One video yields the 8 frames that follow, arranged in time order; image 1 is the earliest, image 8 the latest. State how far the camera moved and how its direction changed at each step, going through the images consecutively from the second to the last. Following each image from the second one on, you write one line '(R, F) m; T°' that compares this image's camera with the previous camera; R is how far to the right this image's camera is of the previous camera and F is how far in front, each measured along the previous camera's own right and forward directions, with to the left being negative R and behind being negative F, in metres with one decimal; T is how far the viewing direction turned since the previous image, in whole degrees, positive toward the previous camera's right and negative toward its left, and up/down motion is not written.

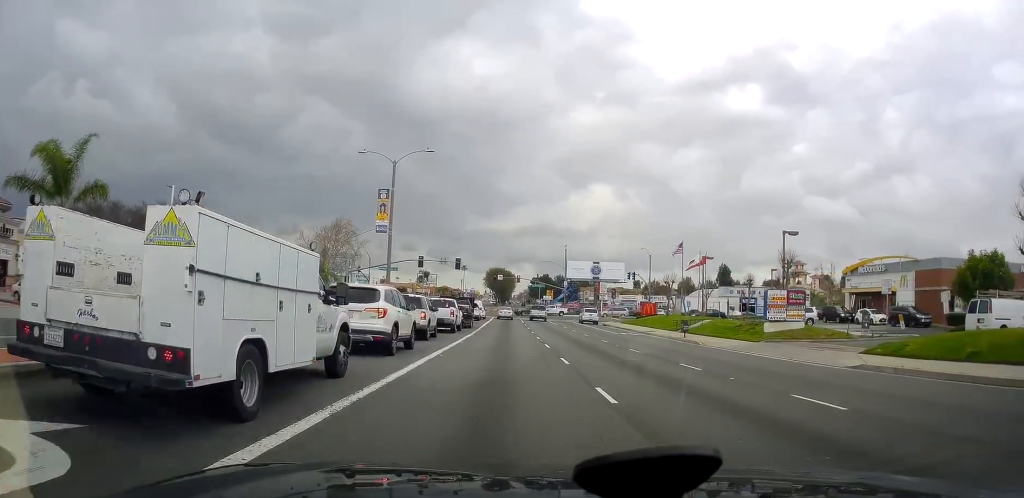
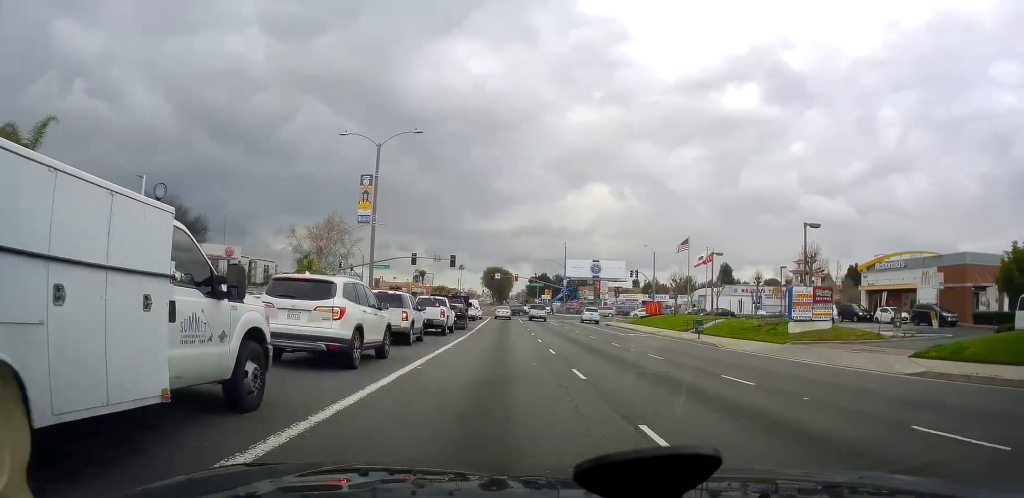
(-0.3, +3.9) m; 0°
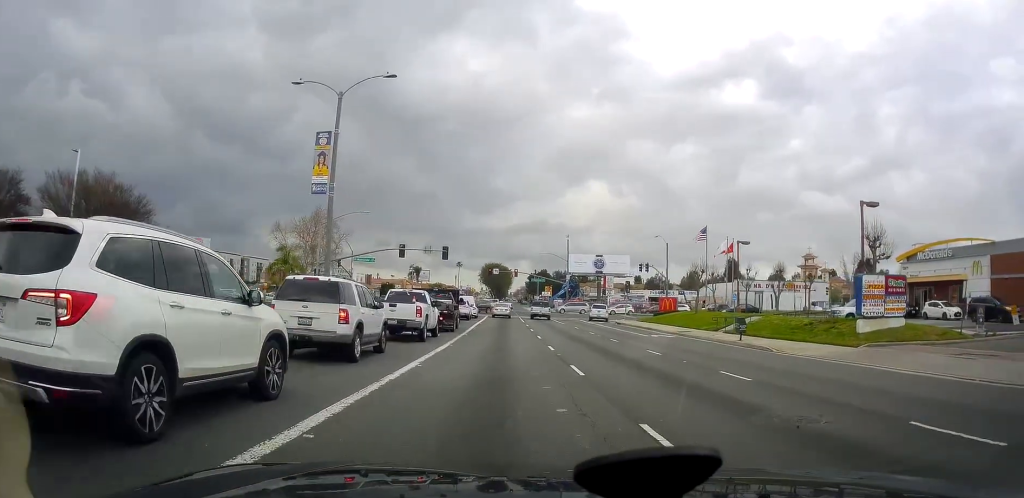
(-0.1, +7.2) m; +2°
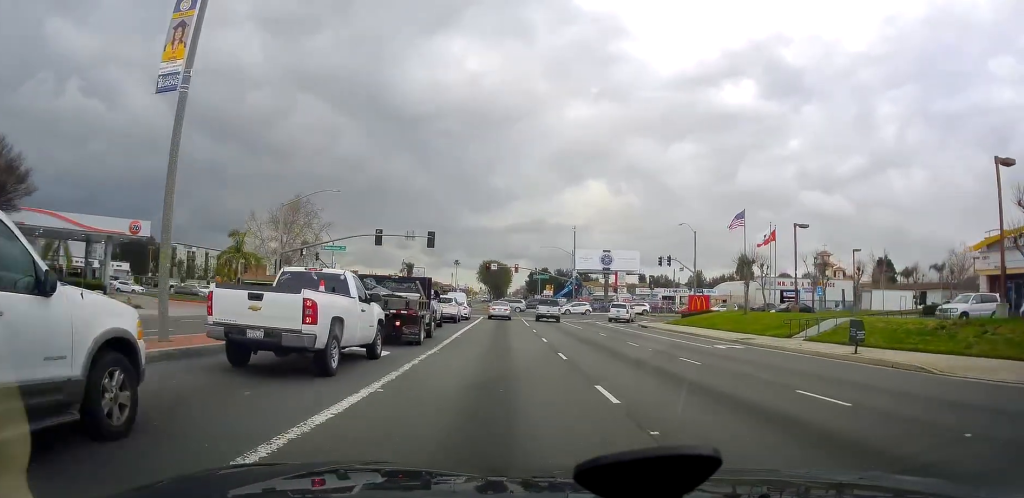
(+0.7, +11.5) m; +4°
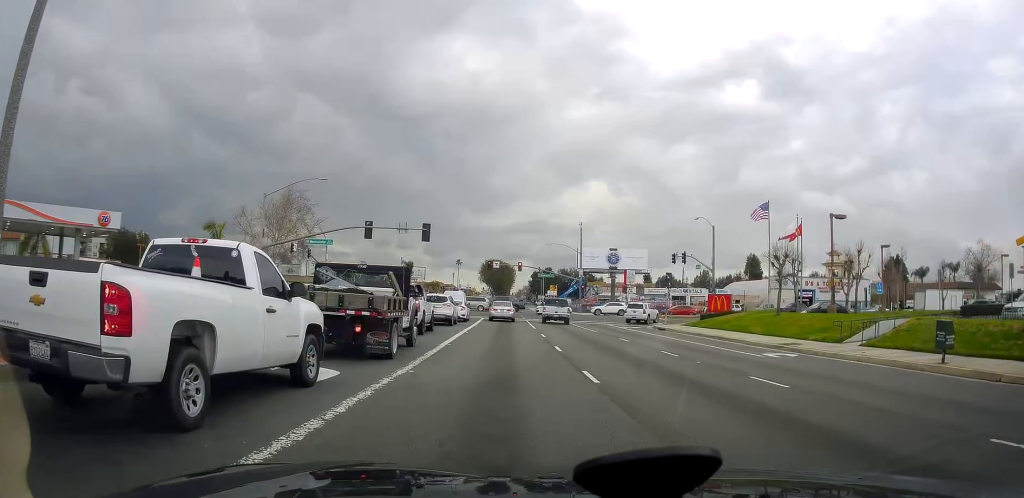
(0.0, +4.8) m; 0°
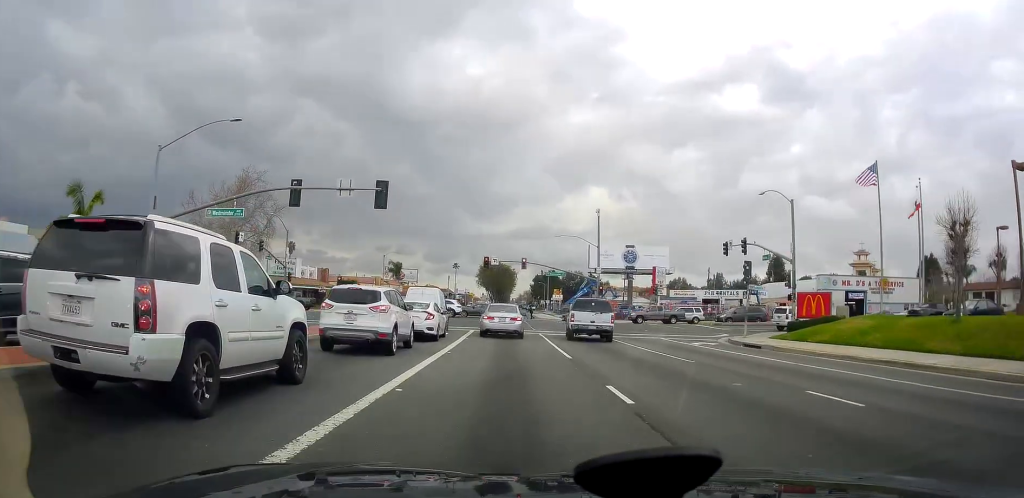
(0.0, +17.5) m; -2°
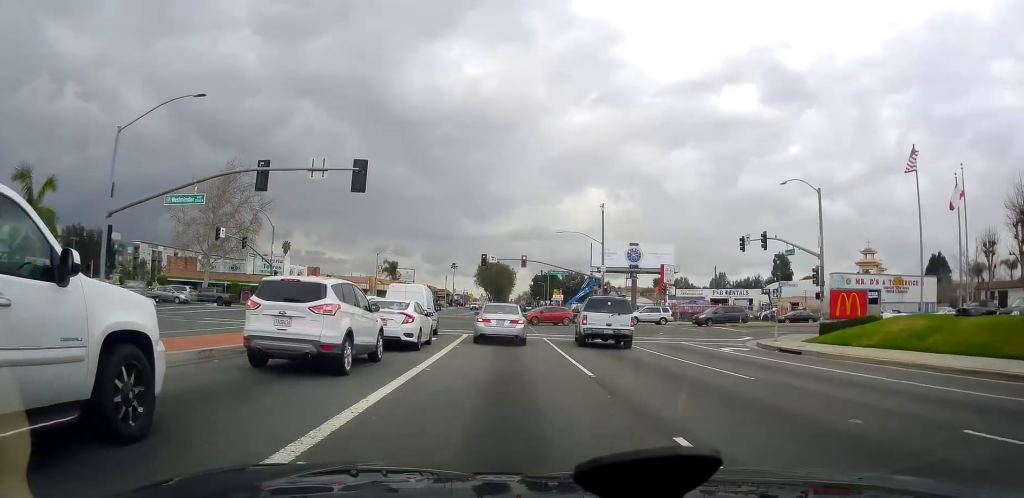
(+0.2, +4.8) m; -5°
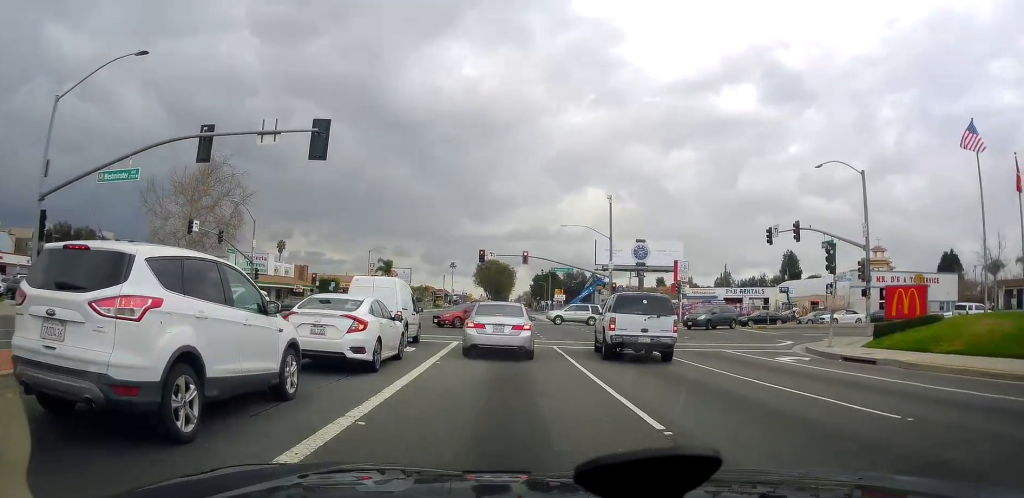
(-0.8, +6.2) m; +6°
